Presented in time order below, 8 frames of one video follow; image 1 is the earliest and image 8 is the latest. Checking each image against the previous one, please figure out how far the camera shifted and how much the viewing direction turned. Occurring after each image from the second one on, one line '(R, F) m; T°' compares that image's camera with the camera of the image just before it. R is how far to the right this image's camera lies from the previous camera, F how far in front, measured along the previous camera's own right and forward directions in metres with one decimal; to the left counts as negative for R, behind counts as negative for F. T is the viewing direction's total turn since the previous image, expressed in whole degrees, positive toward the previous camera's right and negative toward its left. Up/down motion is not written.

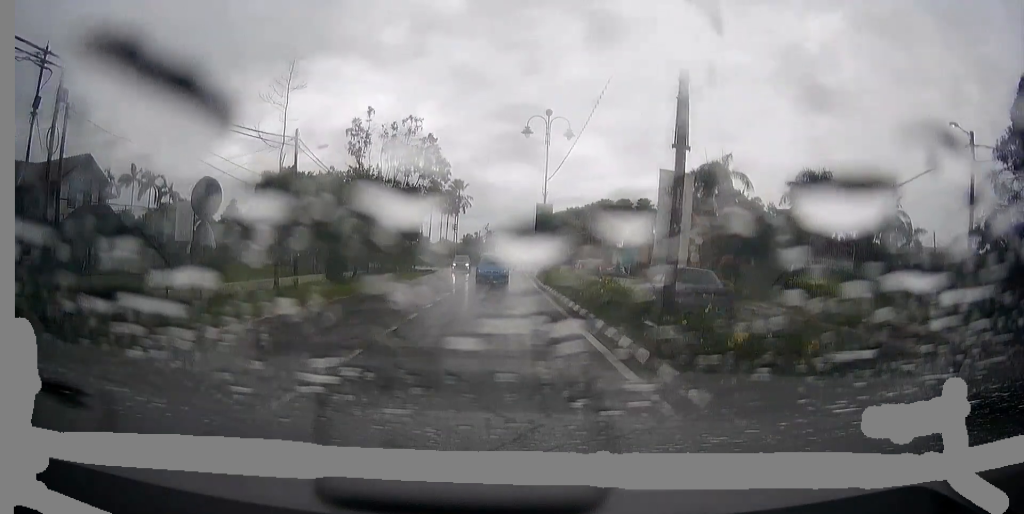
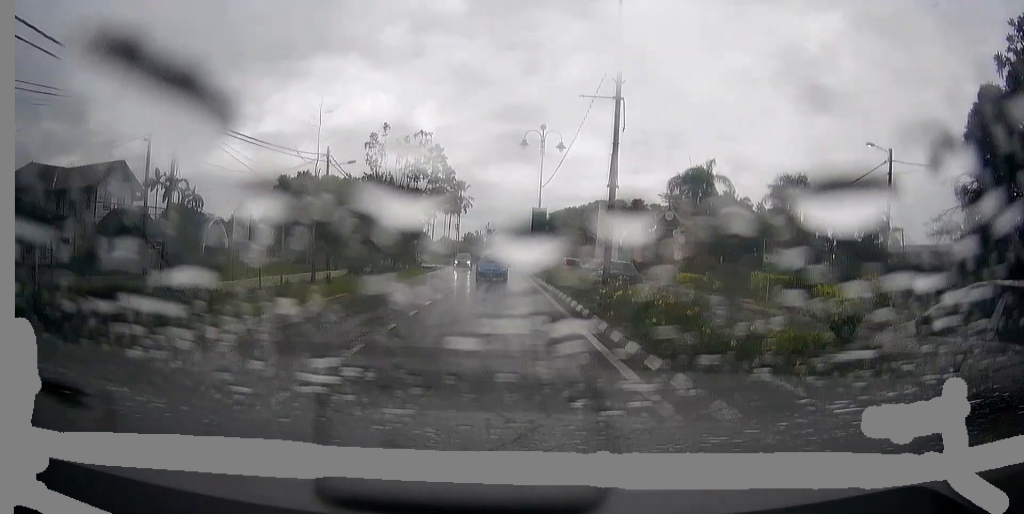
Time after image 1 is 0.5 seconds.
(0.0, +5.8) m; 0°
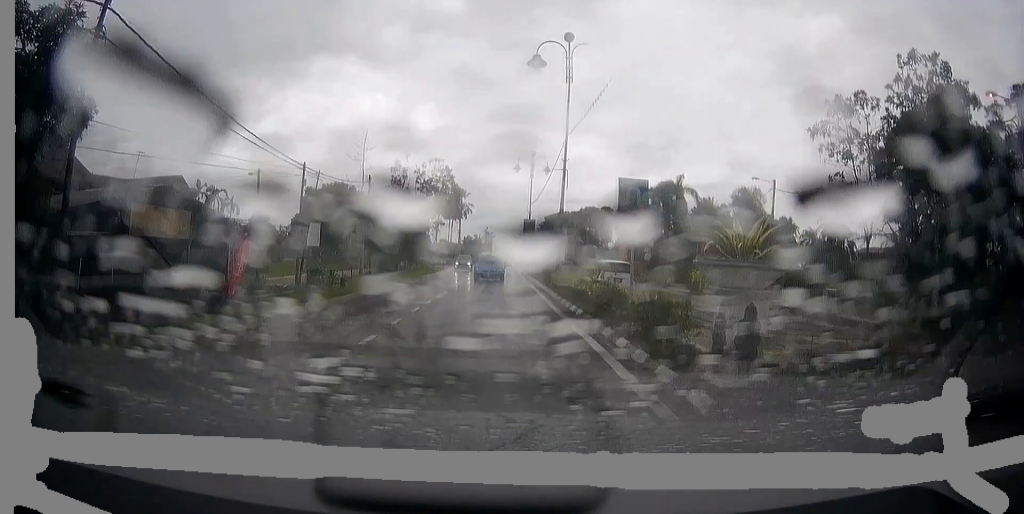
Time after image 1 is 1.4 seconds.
(0.0, +11.4) m; 0°
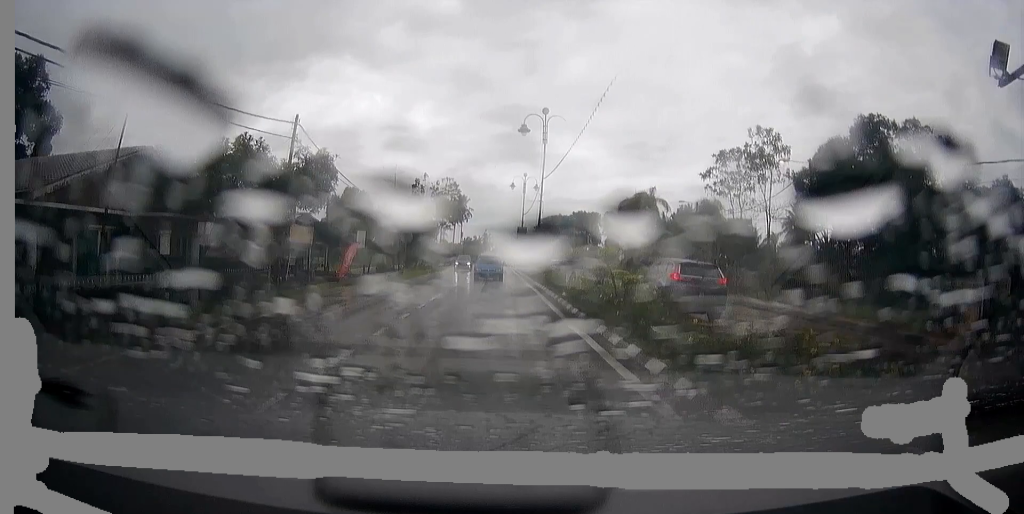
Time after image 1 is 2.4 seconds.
(0.0, +13.8) m; 0°
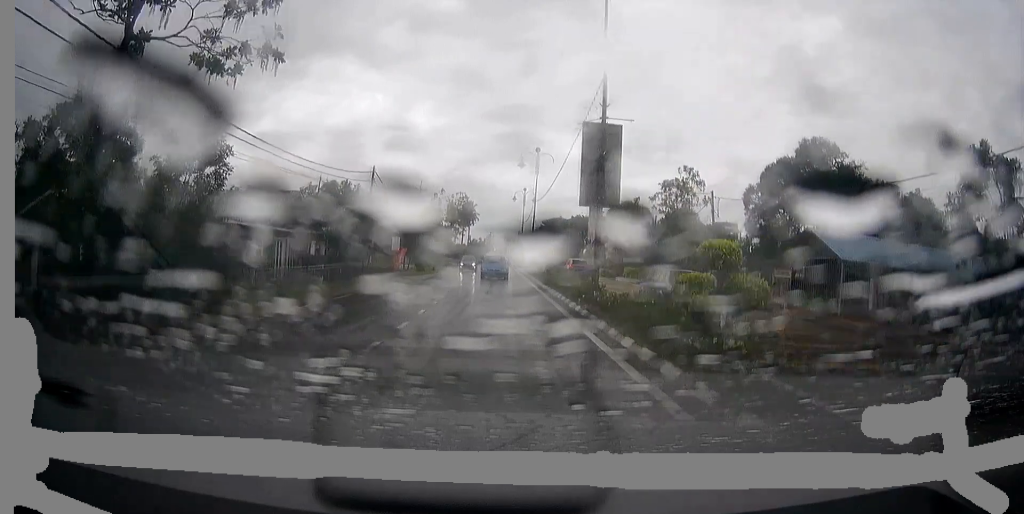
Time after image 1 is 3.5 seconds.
(0.0, +14.7) m; 0°
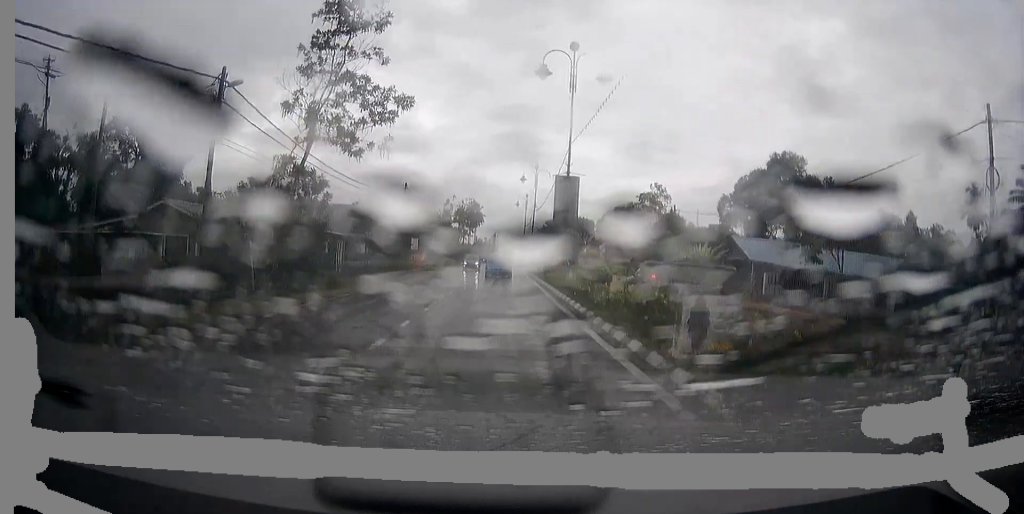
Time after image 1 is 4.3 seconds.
(0.0, +10.6) m; 0°
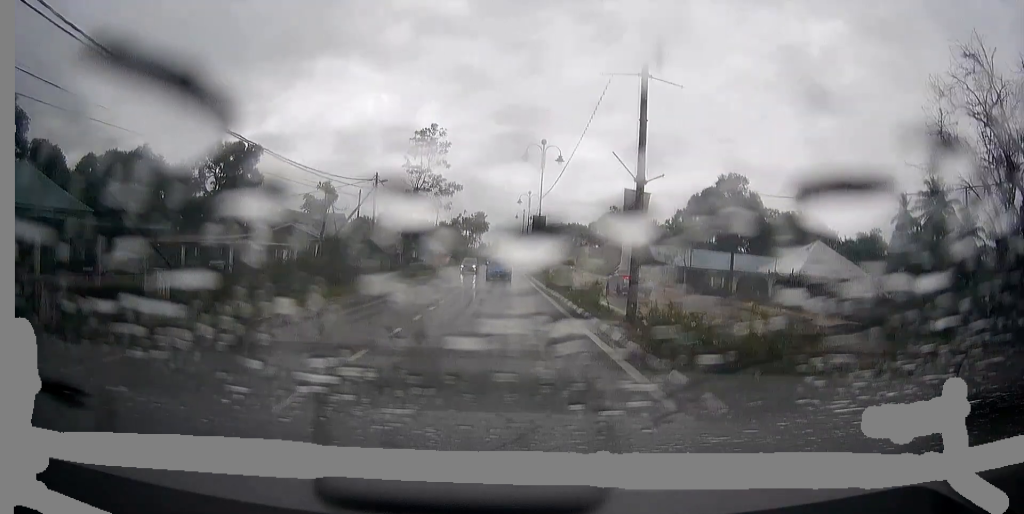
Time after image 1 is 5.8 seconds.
(+0.1, +21.9) m; 0°
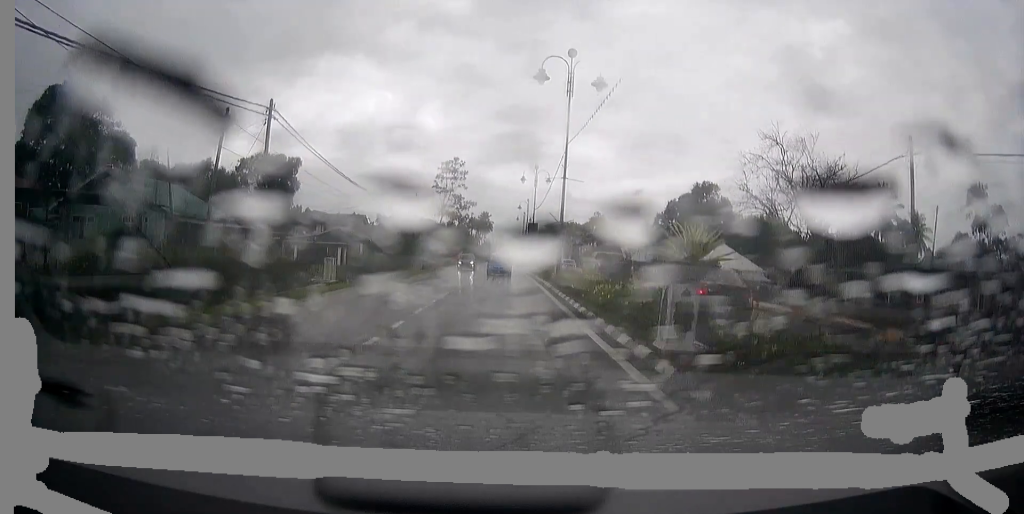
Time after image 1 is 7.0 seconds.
(0.0, +17.5) m; 0°
